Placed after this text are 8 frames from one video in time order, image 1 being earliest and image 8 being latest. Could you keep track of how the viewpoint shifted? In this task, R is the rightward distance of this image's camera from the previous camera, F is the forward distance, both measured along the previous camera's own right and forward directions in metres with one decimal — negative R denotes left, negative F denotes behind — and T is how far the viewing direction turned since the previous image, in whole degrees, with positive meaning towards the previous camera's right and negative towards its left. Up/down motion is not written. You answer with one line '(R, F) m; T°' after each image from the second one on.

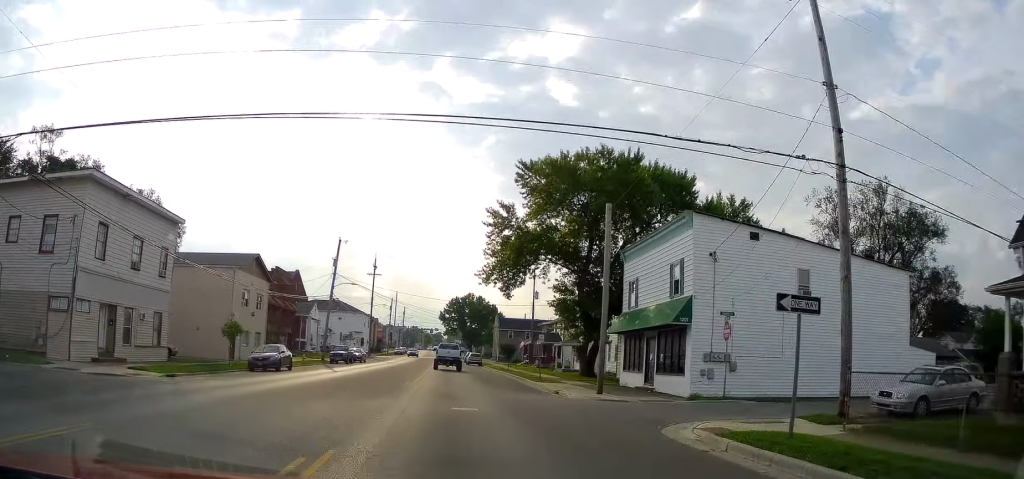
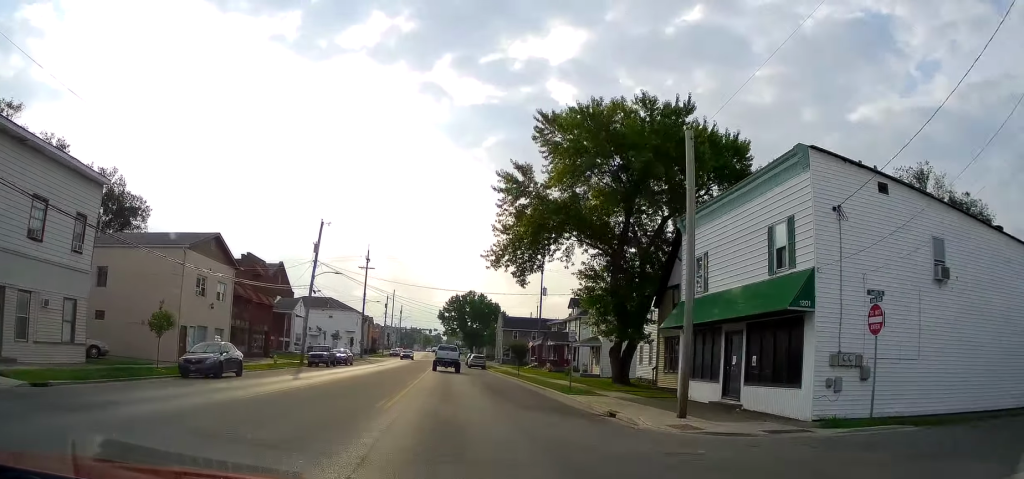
(0.0, +9.1) m; +1°
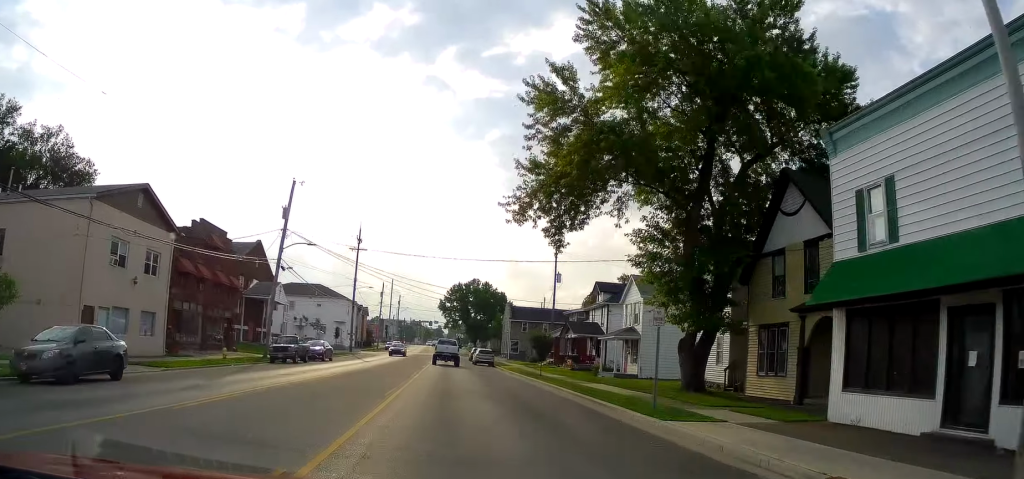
(-0.1, +11.1) m; +1°
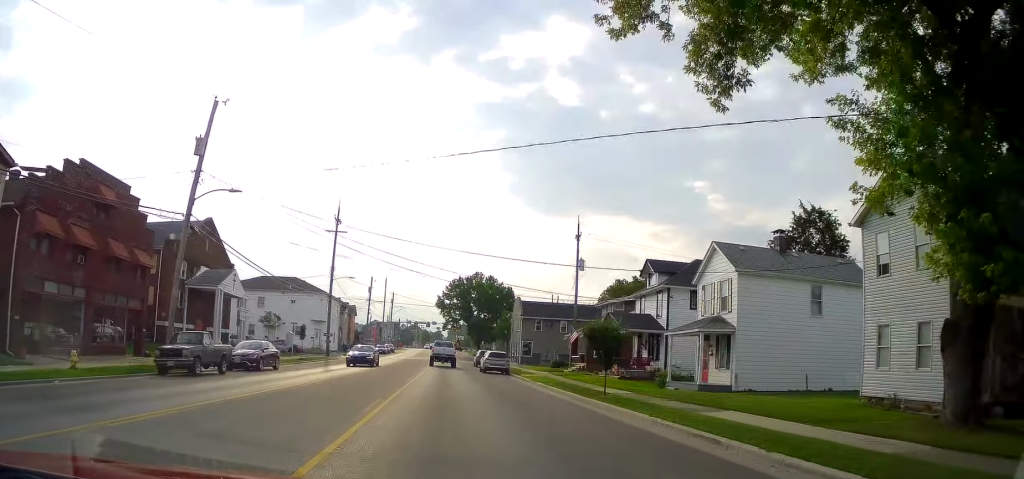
(+0.5, +15.7) m; 0°
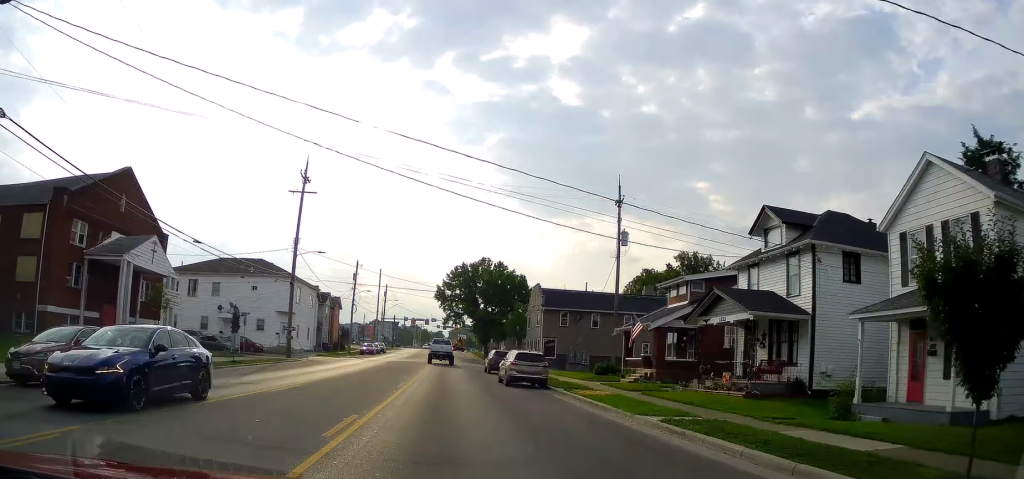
(-0.5, +17.1) m; -1°
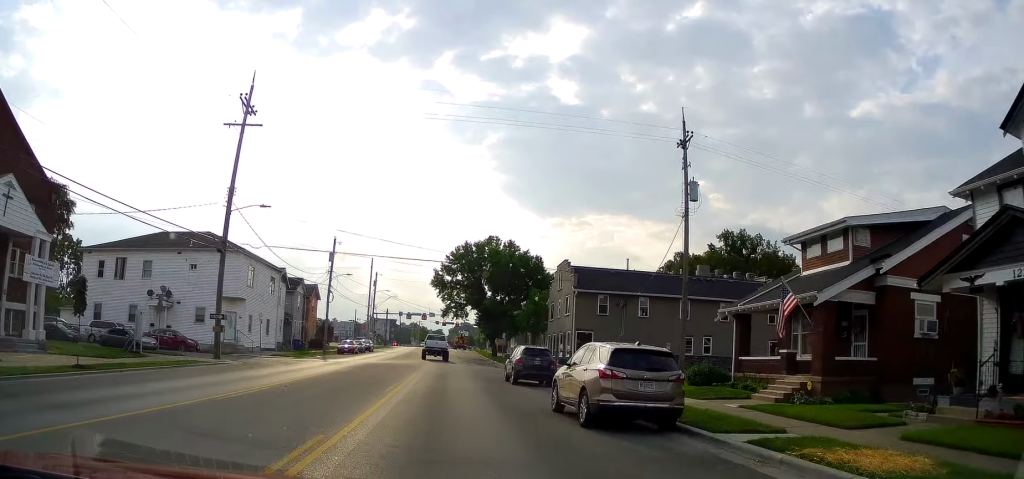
(+0.2, +16.3) m; +2°
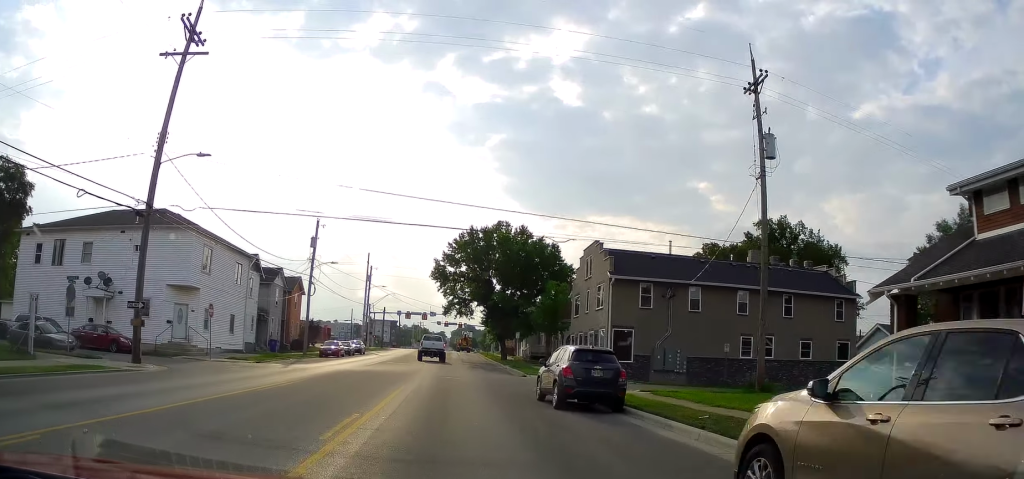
(+0.4, +10.0) m; 0°
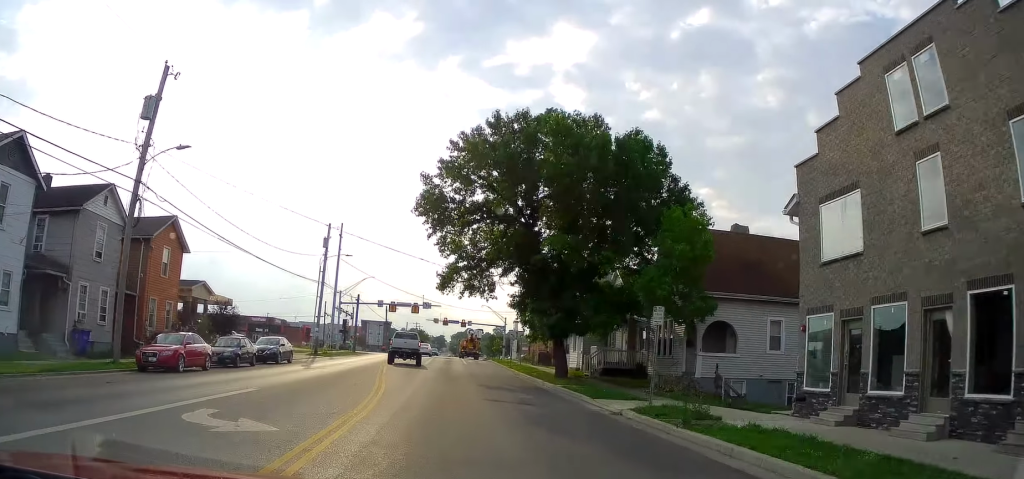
(-1.2, +32.7) m; -2°
